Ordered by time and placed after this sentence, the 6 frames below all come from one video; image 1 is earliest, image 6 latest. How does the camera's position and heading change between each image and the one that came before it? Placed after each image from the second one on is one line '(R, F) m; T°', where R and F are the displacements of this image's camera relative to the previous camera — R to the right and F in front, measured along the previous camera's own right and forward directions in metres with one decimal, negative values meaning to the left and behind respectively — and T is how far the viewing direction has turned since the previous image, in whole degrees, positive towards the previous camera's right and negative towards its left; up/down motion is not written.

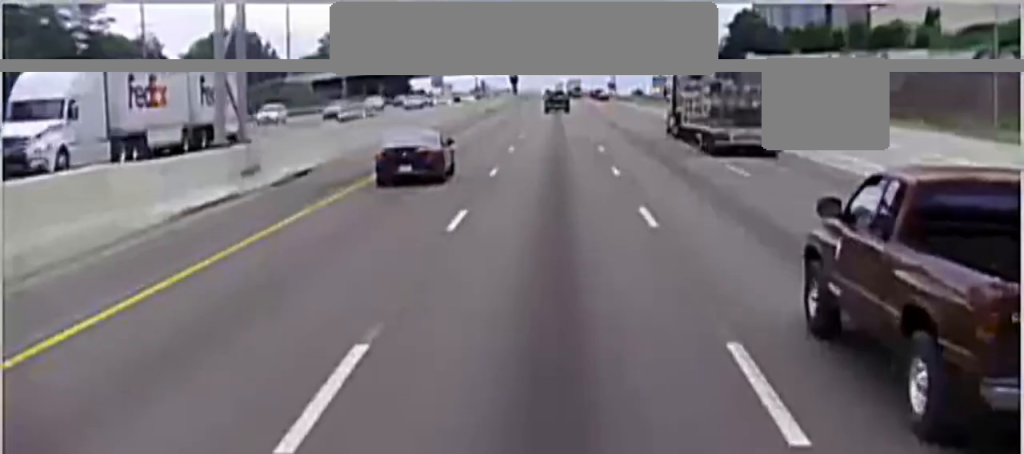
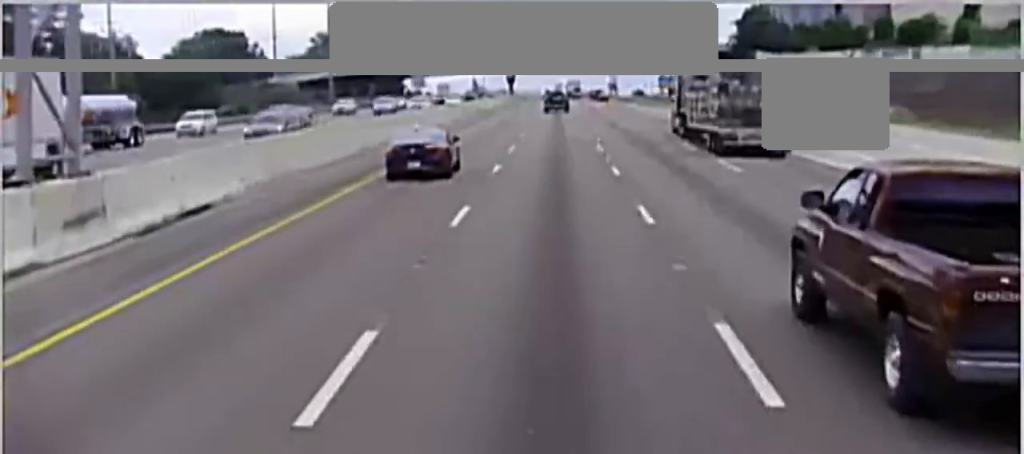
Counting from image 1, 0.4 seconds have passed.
(0.0, +9.6) m; 0°
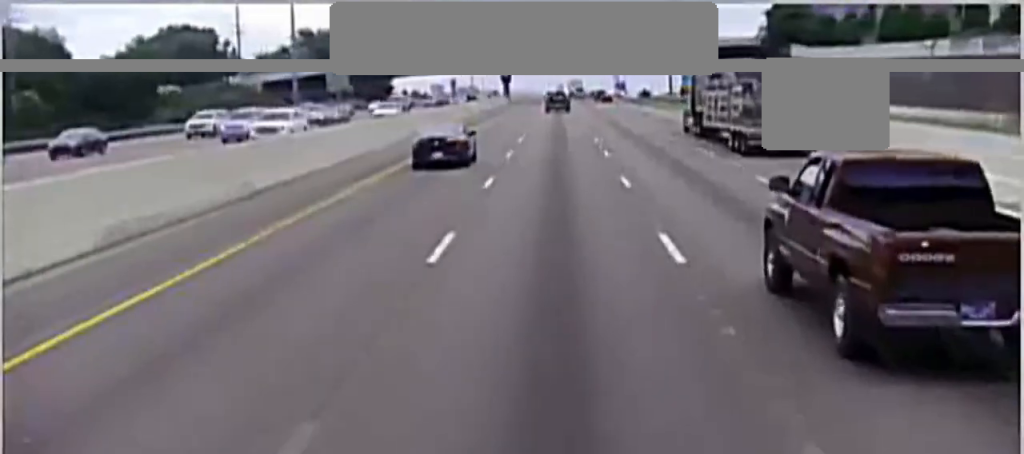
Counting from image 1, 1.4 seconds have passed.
(0.0, +24.4) m; 0°
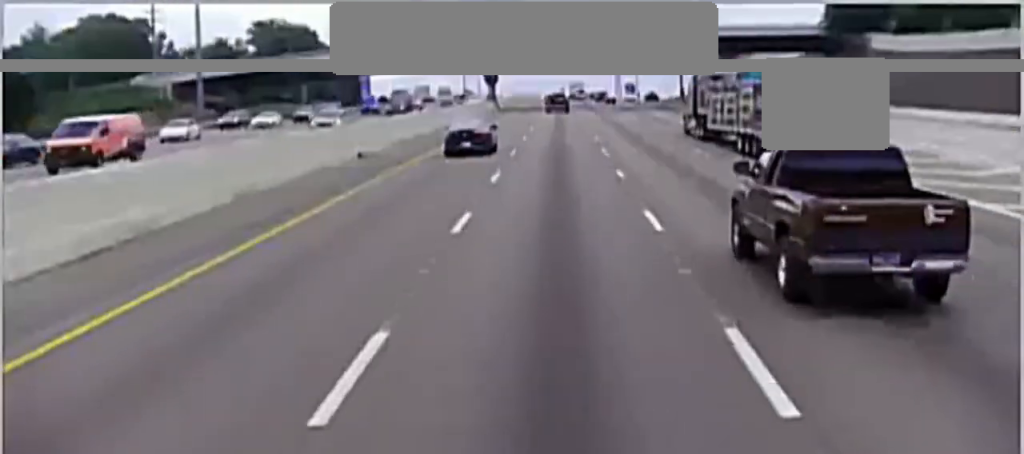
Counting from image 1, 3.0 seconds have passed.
(-0.1, +40.2) m; 0°
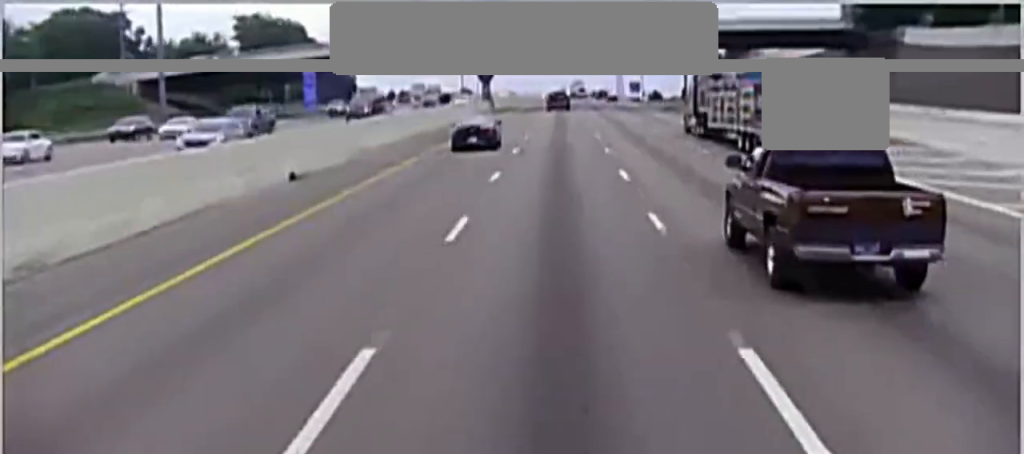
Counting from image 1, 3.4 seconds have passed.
(0.0, +12.2) m; 0°
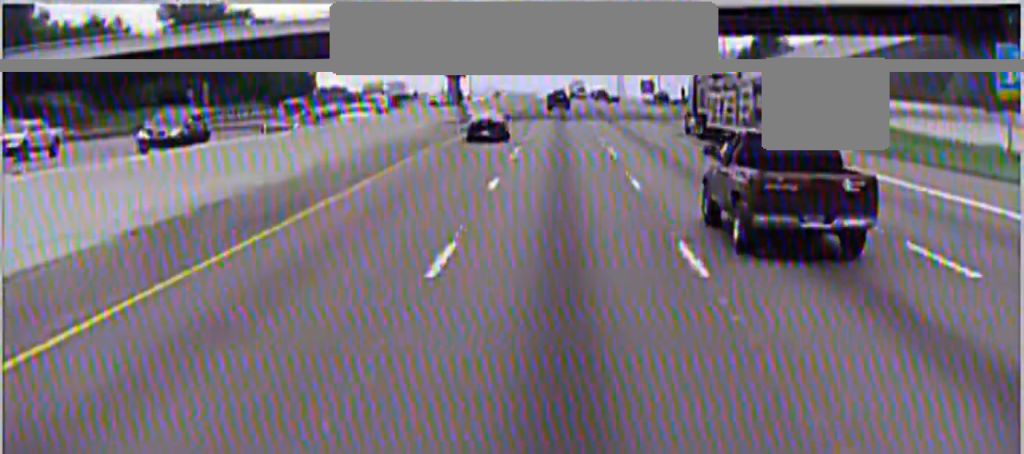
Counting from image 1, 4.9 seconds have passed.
(0.0, +43.1) m; 0°
